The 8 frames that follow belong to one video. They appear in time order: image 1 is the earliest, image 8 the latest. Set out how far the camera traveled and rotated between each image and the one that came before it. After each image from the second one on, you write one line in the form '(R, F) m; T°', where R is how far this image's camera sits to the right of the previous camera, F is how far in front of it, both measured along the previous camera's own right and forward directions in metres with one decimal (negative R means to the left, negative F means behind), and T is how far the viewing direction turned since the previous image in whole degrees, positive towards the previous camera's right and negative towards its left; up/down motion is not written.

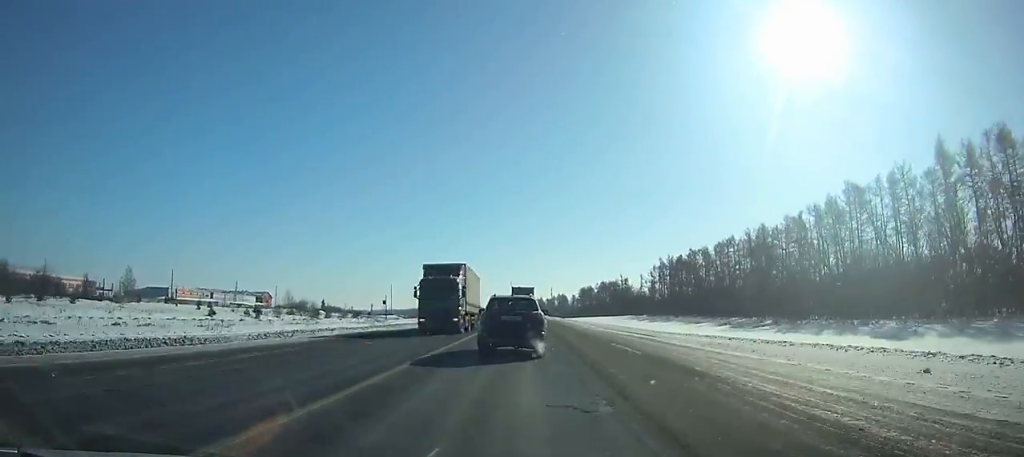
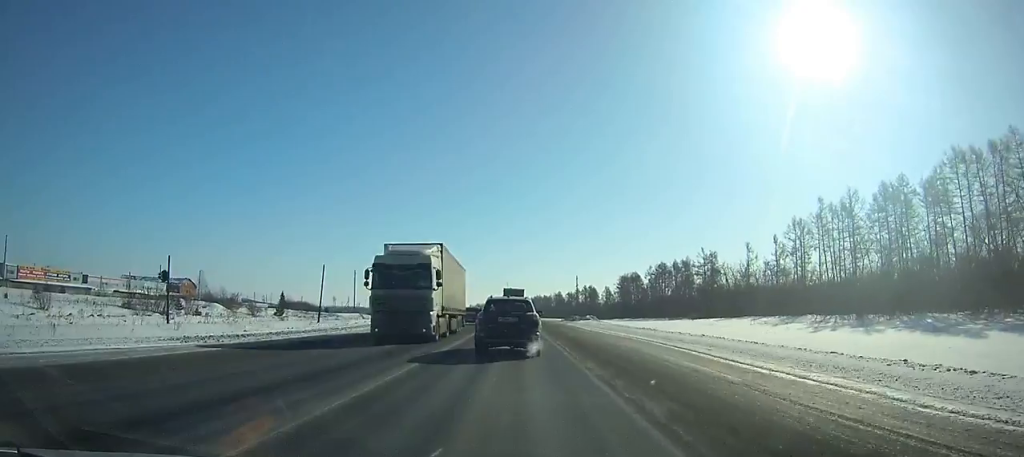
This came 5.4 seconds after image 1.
(-0.7, +100.7) m; -1°
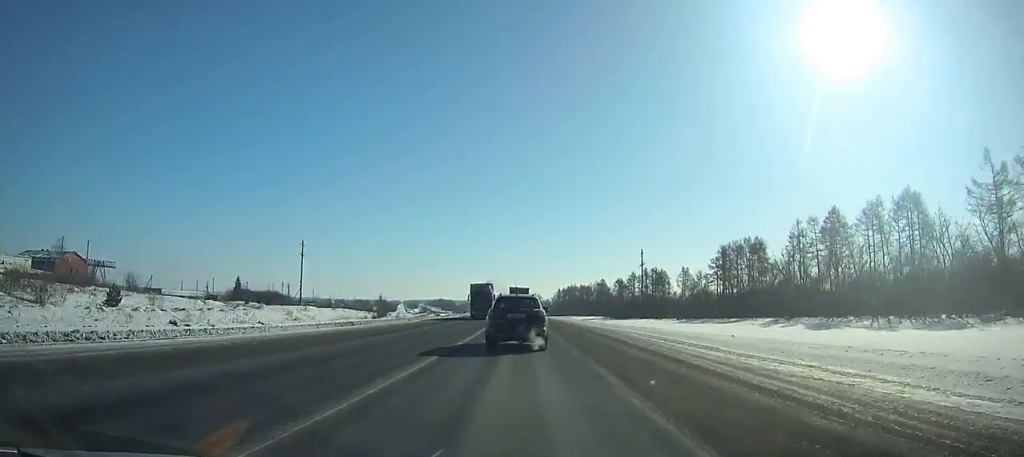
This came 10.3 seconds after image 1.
(-1.7, +90.8) m; -2°
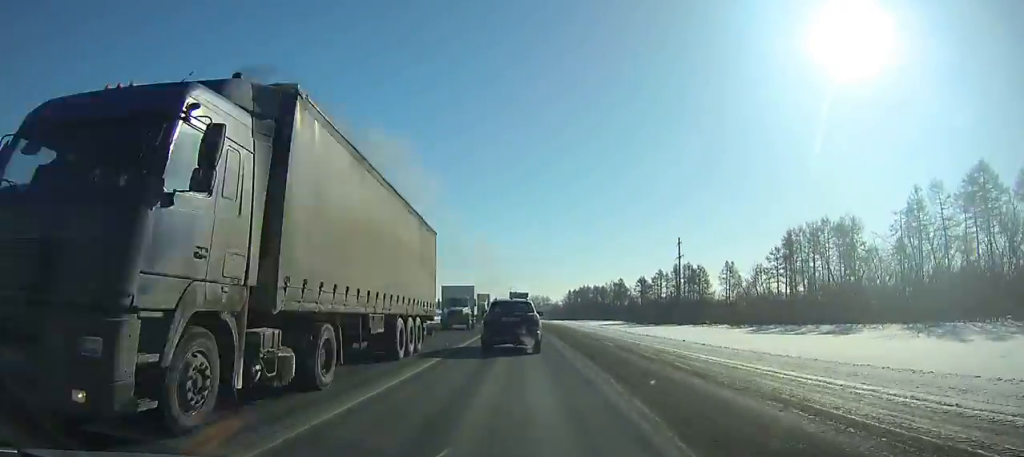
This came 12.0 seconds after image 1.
(-0.4, +32.0) m; -1°
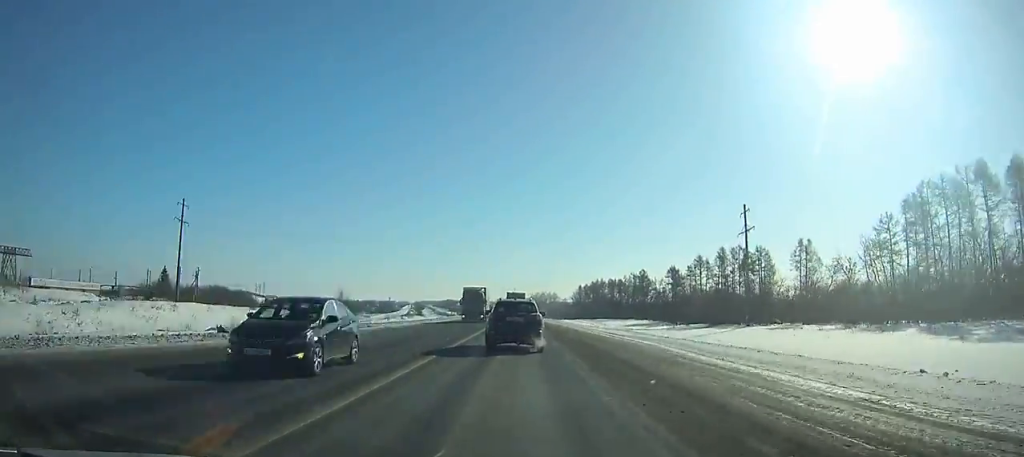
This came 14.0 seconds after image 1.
(-0.2, +38.0) m; -1°
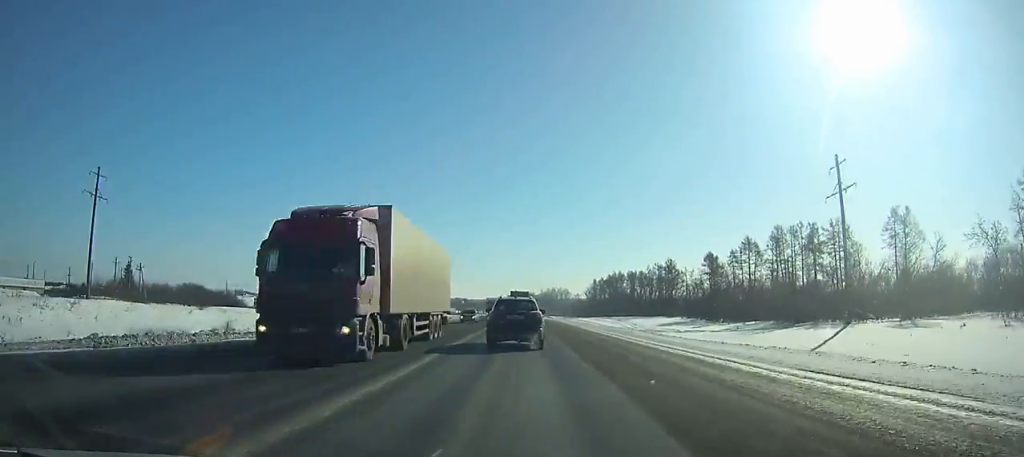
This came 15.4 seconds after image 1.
(-0.2, +27.0) m; 0°
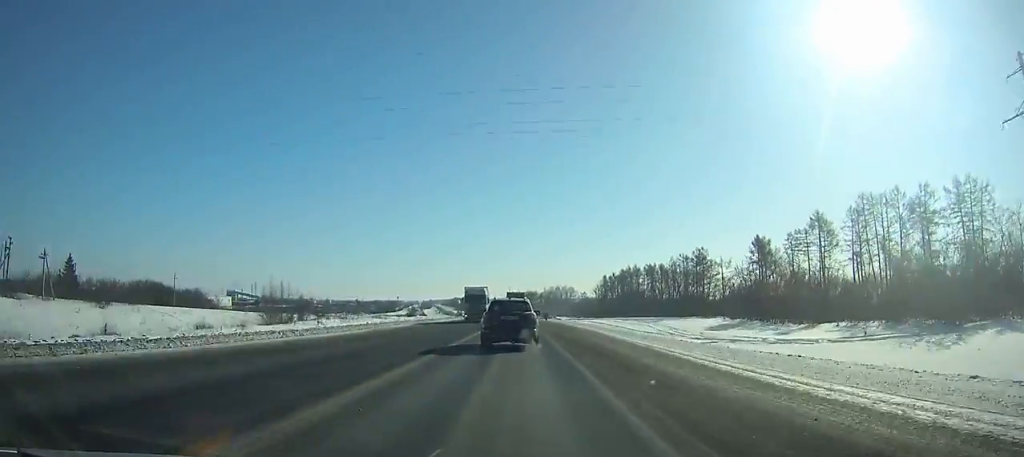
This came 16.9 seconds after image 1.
(-0.1, +29.2) m; 0°
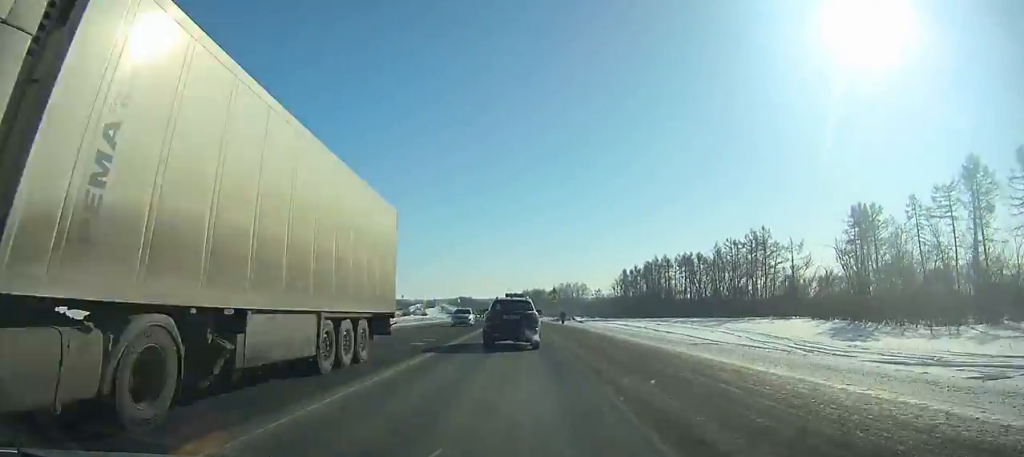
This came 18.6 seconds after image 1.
(+0.1, +33.5) m; 0°
